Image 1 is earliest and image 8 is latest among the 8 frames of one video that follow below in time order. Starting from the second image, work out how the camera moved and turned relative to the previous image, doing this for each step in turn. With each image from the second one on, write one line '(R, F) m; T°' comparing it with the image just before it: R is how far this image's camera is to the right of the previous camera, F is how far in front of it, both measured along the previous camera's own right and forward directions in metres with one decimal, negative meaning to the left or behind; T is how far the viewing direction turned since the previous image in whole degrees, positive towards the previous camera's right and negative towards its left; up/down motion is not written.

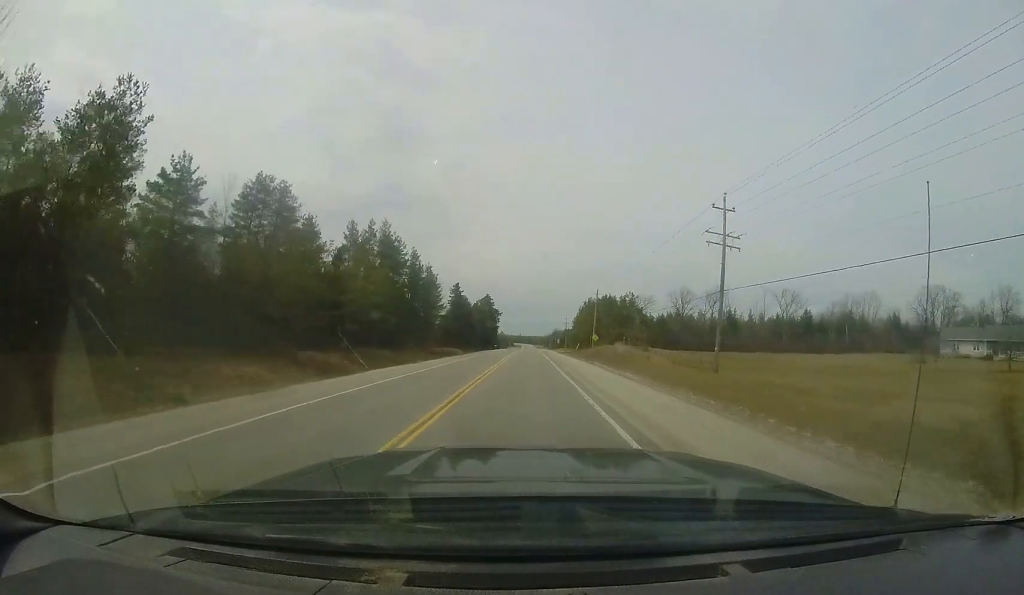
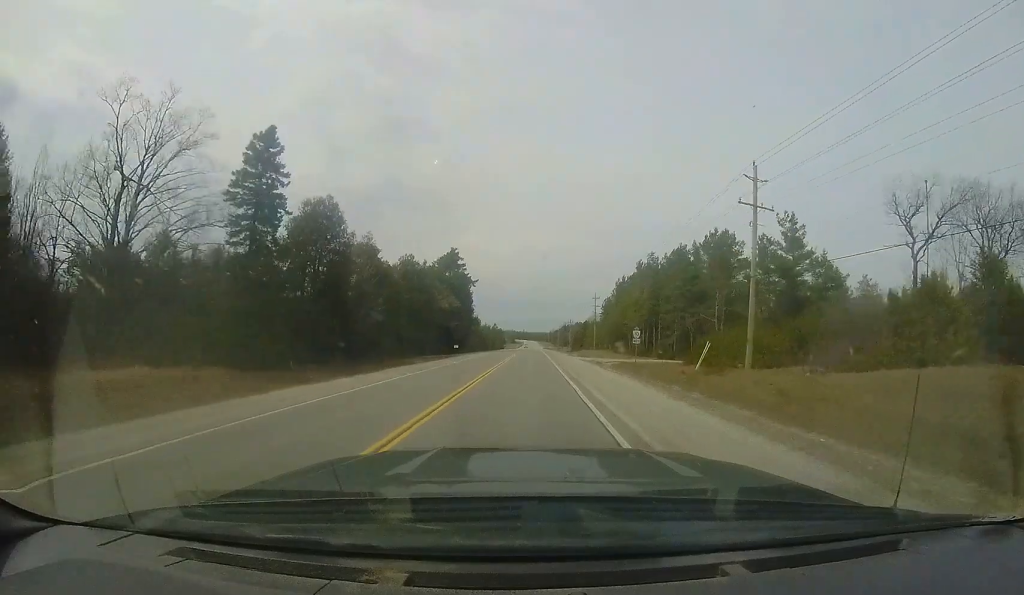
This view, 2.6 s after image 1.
(-0.8, +64.0) m; 0°
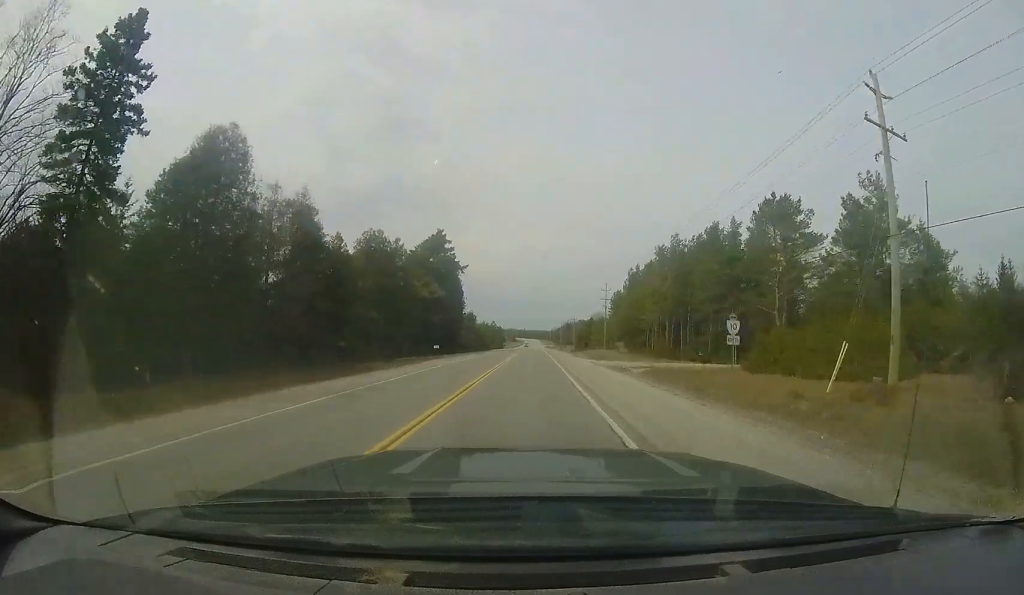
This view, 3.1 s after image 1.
(+0.3, +11.6) m; 0°
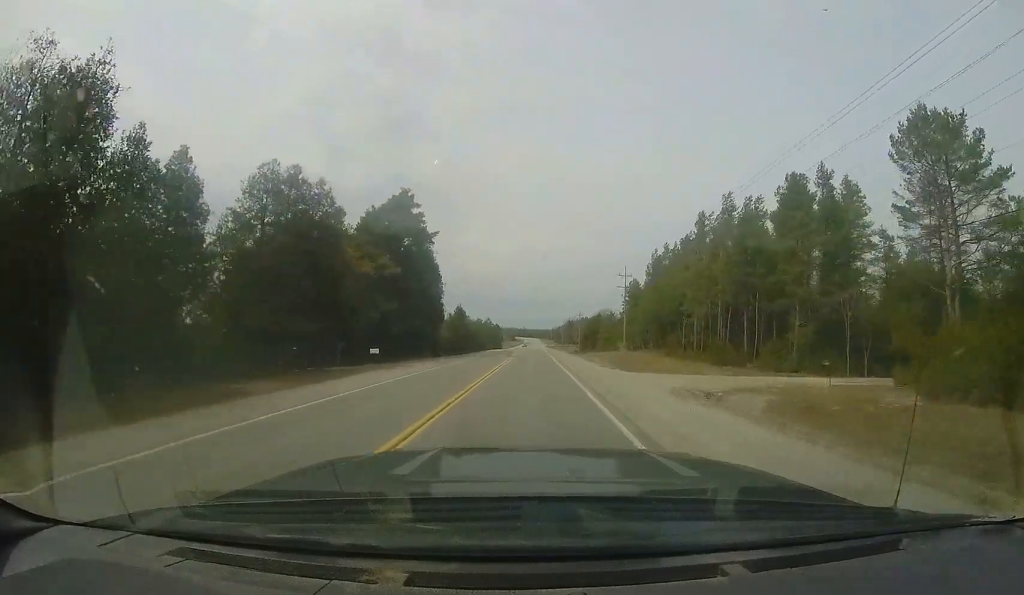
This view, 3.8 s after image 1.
(-0.1, +16.6) m; 0°
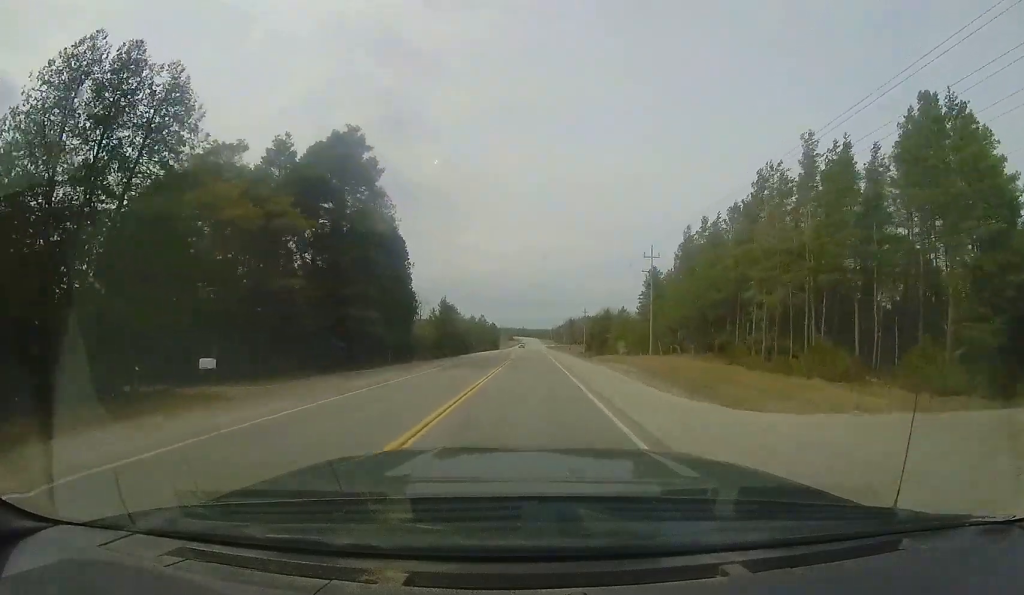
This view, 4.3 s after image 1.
(-0.3, +14.1) m; 0°
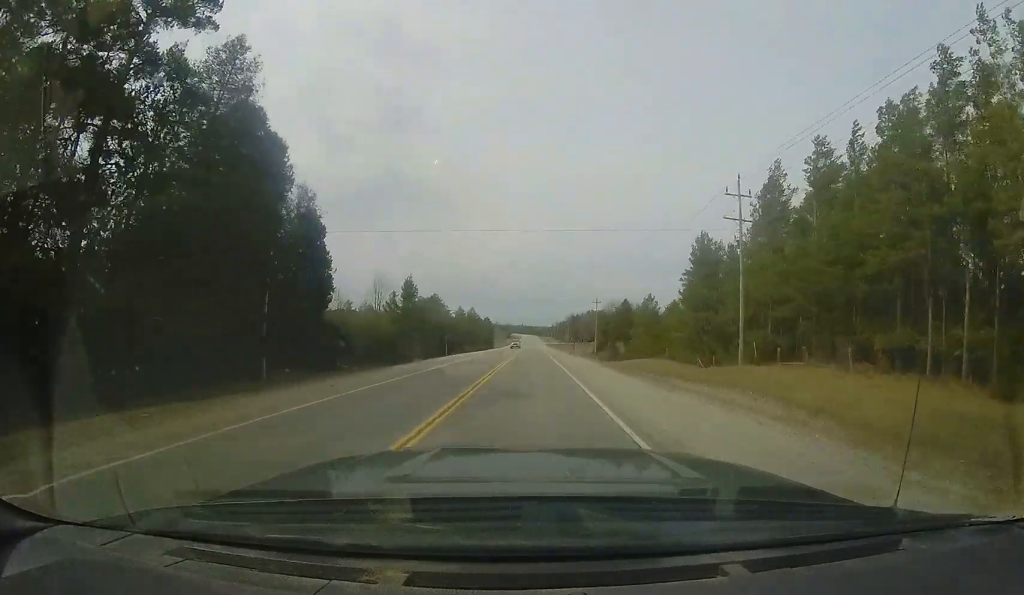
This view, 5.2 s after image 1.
(+0.3, +21.0) m; 0°
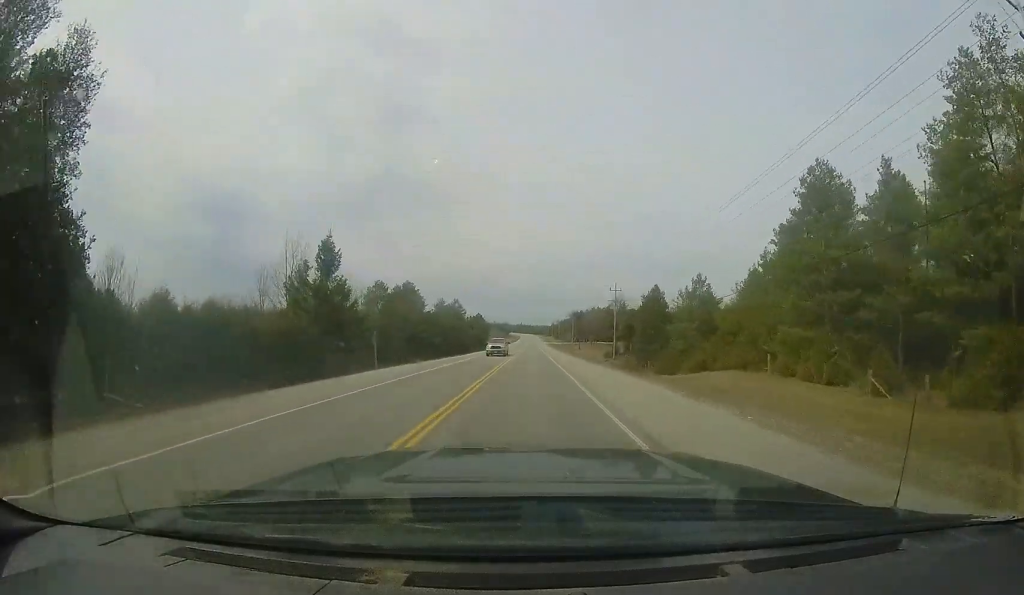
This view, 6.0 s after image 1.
(-0.1, +21.1) m; -1°
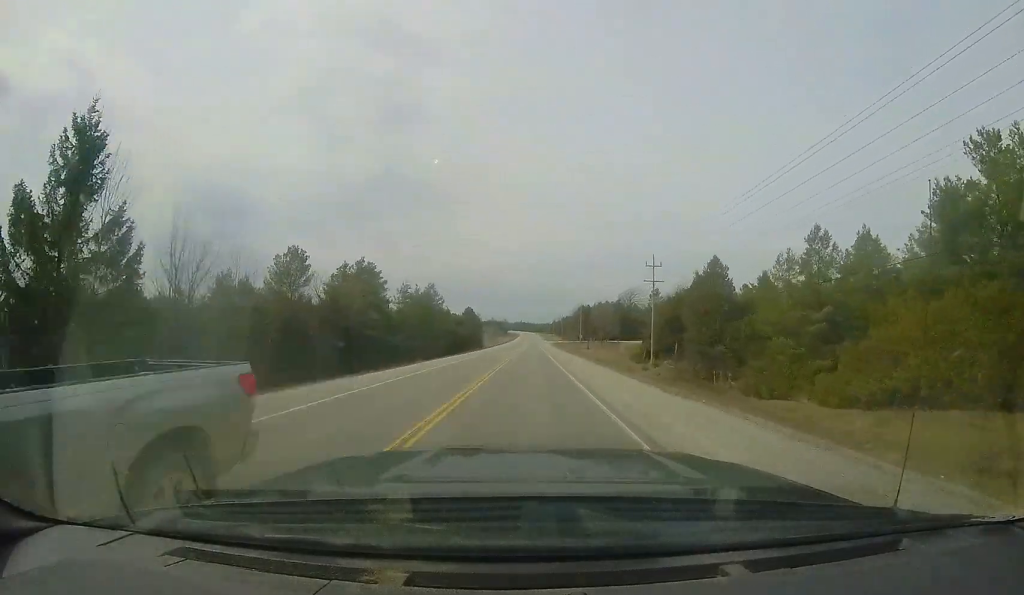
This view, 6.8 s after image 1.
(-0.1, +21.3) m; 0°
